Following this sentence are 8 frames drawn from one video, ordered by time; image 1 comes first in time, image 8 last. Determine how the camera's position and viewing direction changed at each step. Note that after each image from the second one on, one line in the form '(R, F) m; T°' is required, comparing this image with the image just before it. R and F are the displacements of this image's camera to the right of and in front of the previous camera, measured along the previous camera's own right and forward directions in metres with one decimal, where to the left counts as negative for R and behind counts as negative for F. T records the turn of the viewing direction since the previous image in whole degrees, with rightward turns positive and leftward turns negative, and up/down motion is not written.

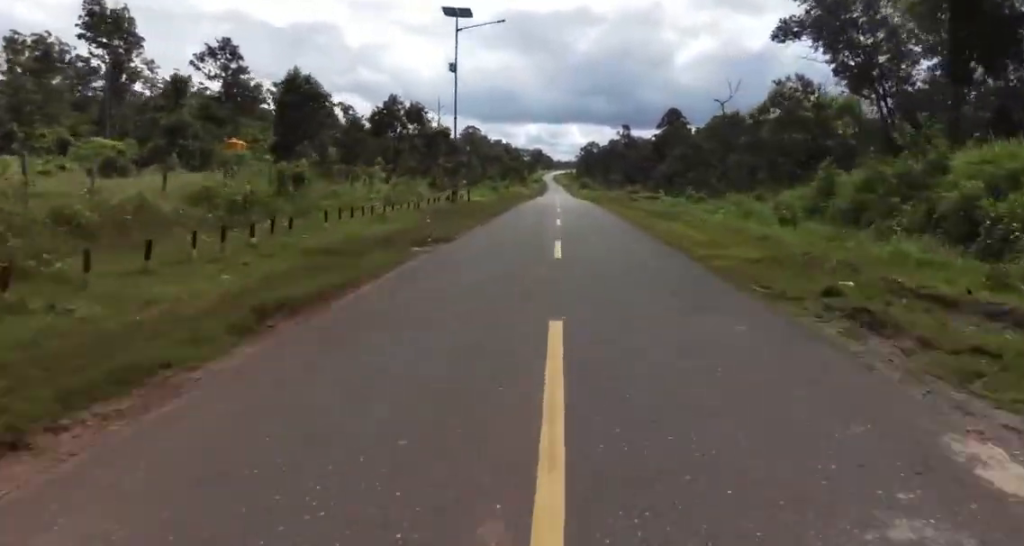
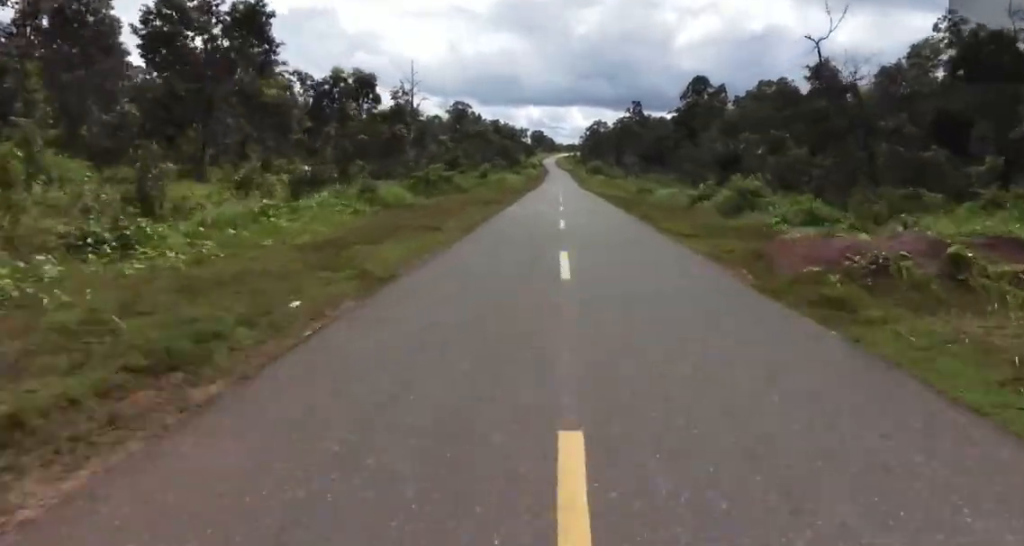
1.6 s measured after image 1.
(+2.3, +36.5) m; +4°
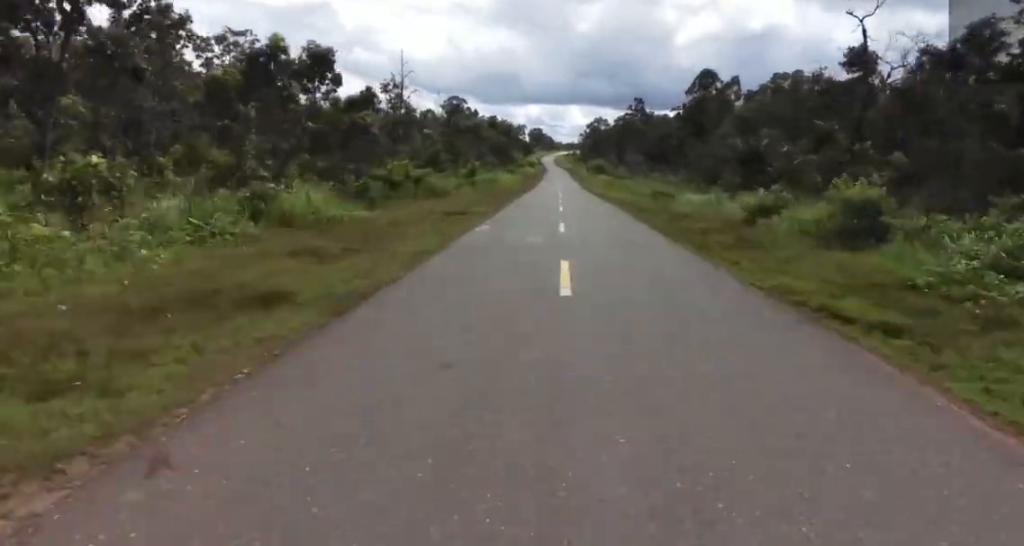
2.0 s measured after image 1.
(+0.1, +9.4) m; 0°
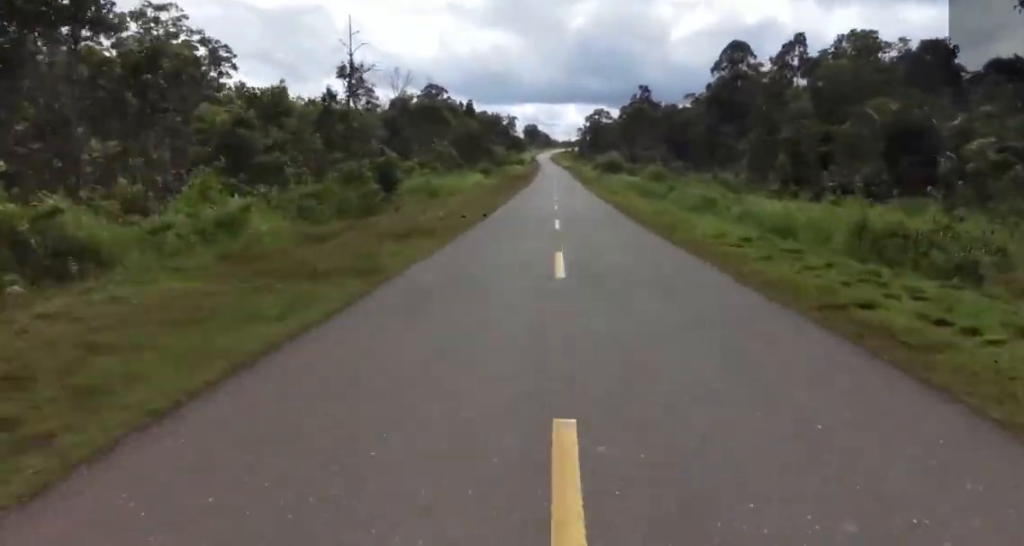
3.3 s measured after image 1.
(-0.2, +31.6) m; 0°
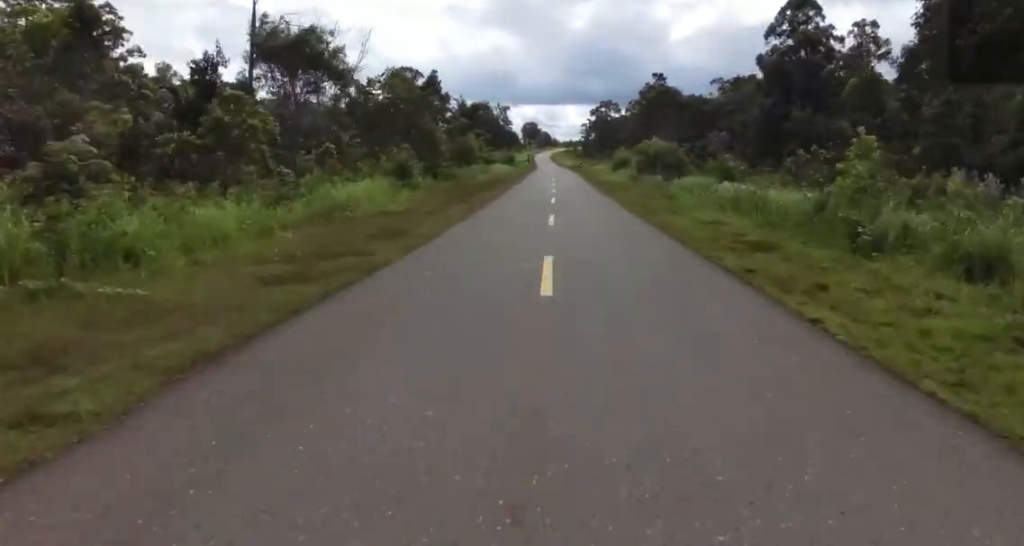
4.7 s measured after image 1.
(0.0, +34.2) m; +1°
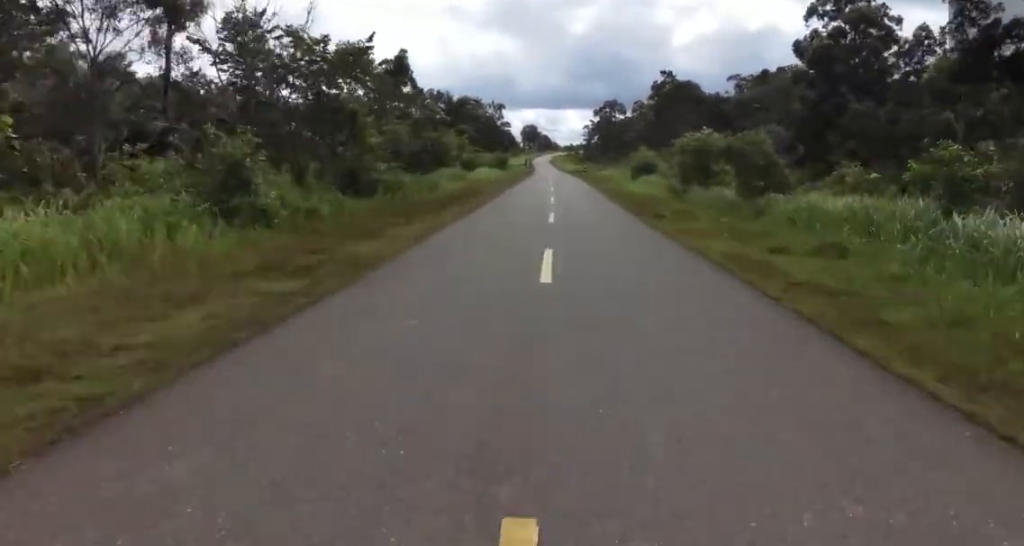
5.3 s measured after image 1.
(+0.1, +14.3) m; 0°
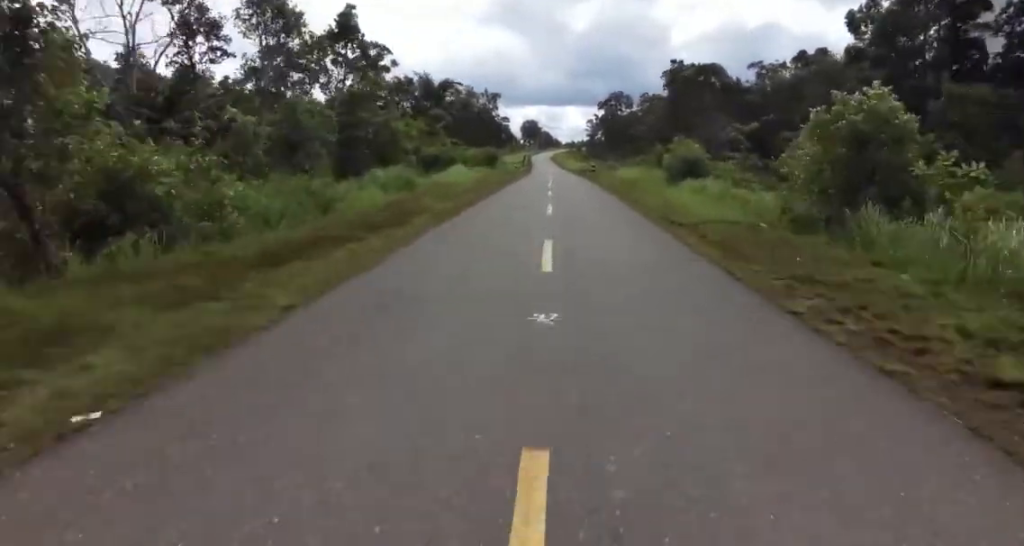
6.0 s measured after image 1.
(+0.3, +15.6) m; 0°
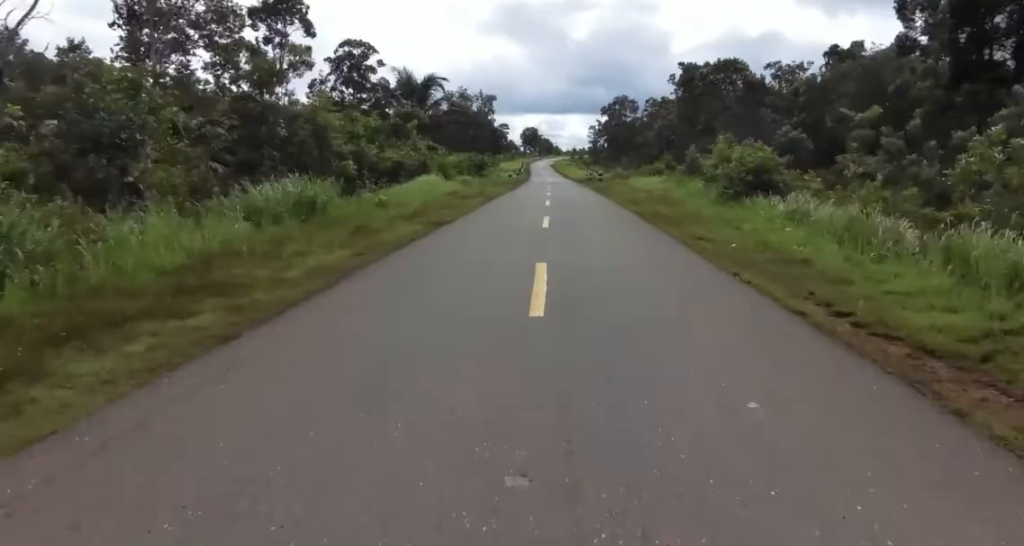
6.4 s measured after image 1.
(-0.2, +10.1) m; 0°
